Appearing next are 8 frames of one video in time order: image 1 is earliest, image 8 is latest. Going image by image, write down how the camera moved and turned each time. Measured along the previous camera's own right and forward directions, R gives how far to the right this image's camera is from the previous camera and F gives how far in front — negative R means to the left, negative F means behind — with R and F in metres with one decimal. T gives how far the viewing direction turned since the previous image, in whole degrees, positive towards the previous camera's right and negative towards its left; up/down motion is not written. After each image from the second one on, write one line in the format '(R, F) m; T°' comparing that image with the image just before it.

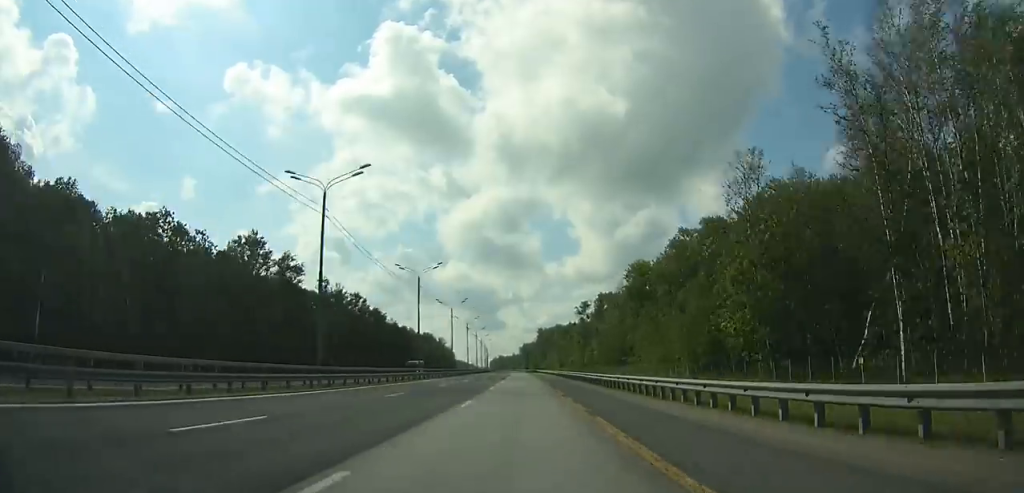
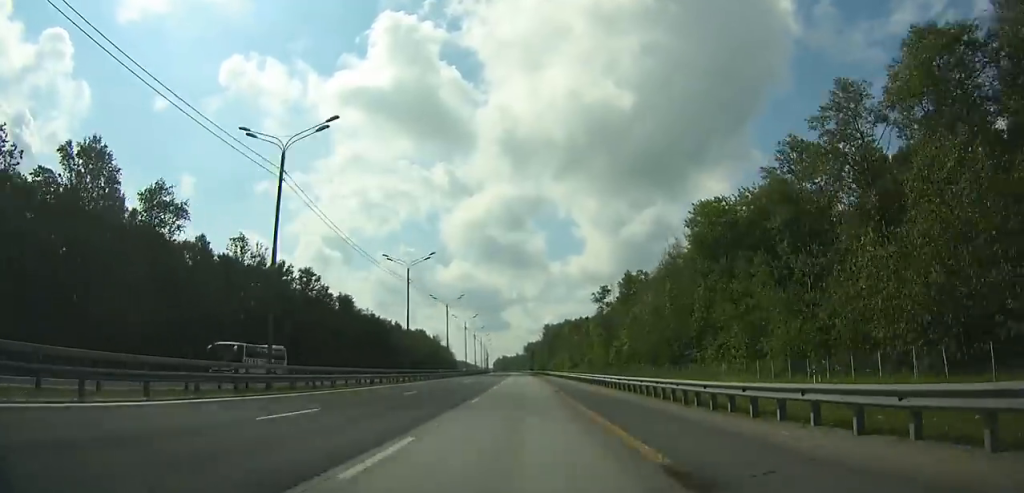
(-0.4, +44.7) m; 0°
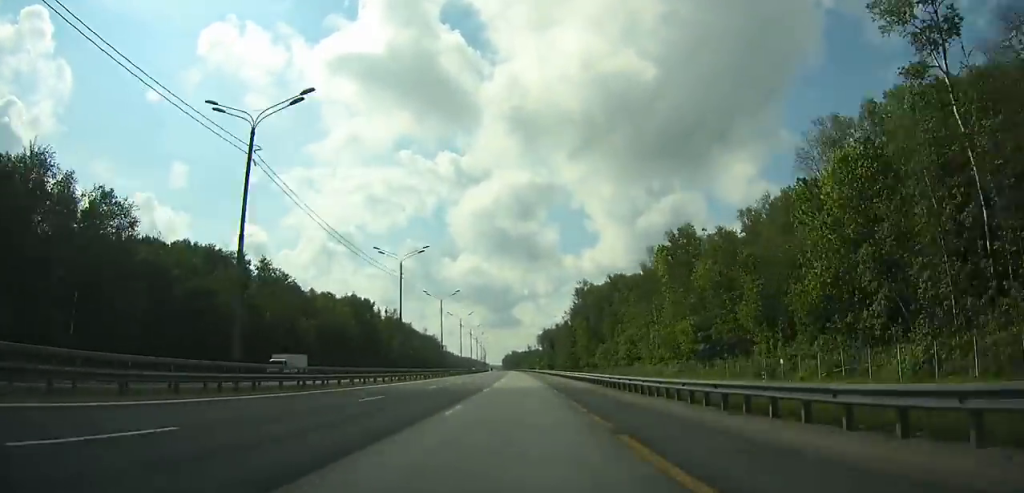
(-1.4, +151.6) m; -1°
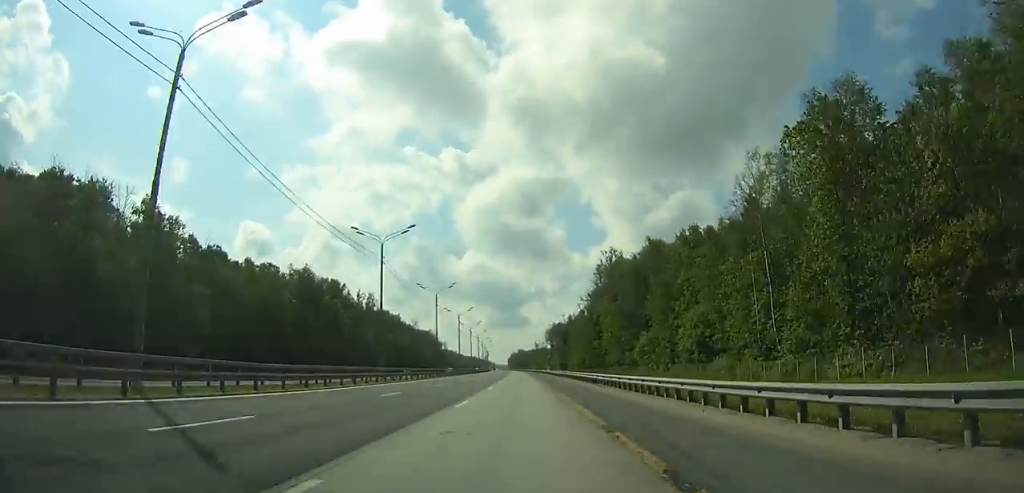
(0.0, +45.2) m; 0°
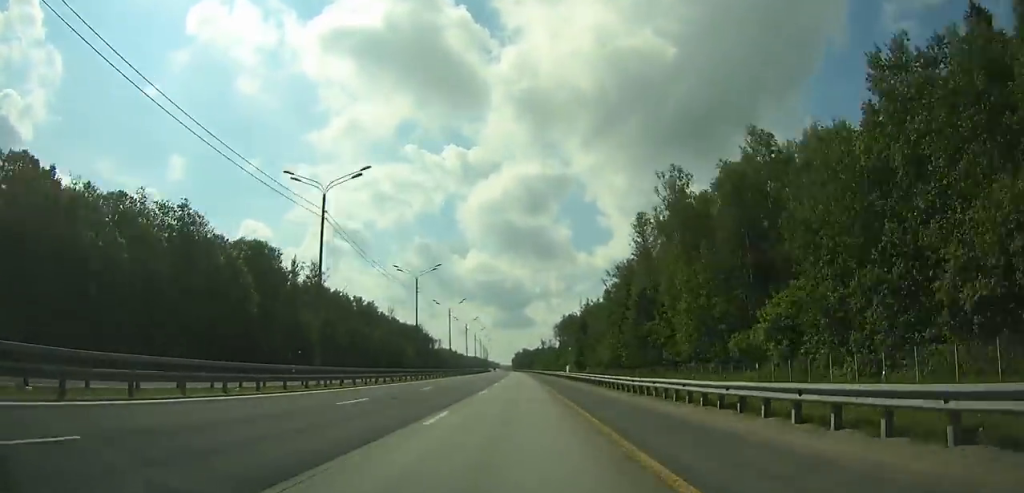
(-0.3, +54.0) m; -1°
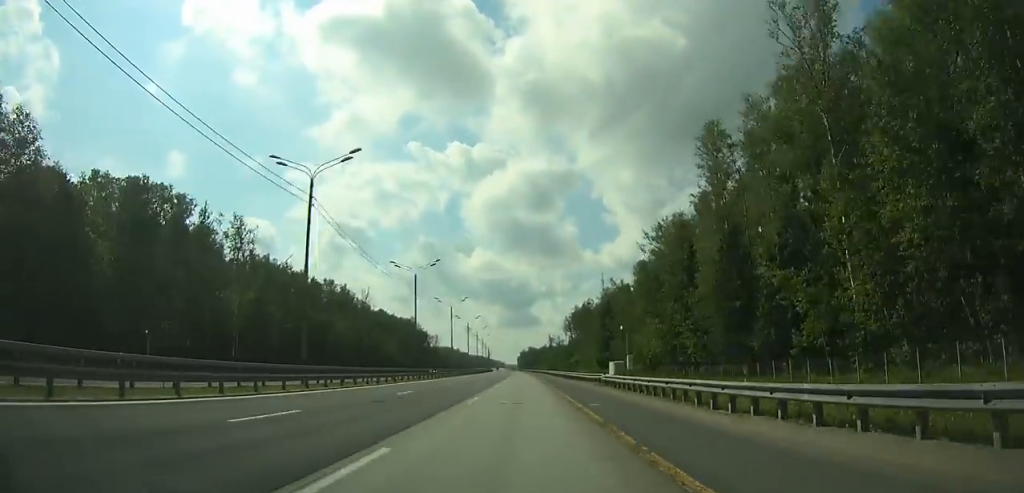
(0.0, +39.8) m; 0°
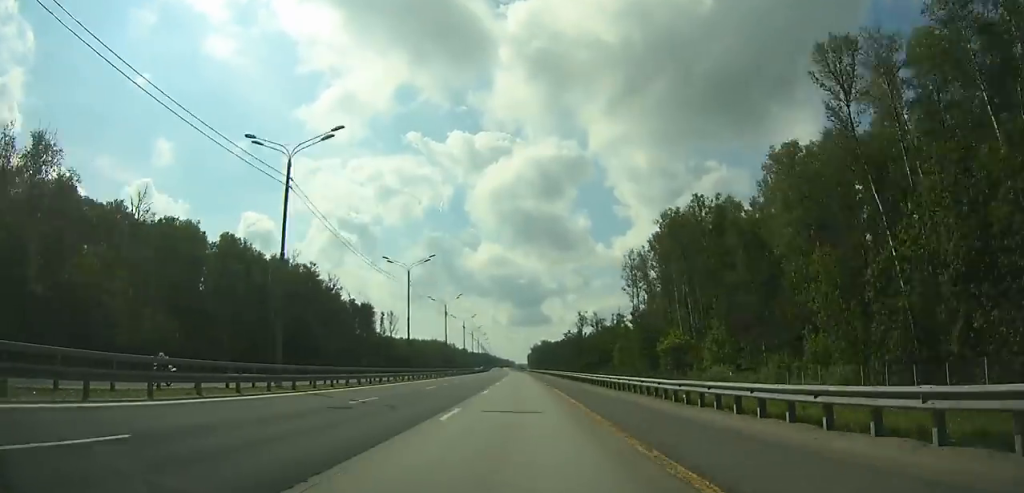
(-1.7, +152.7) m; -1°
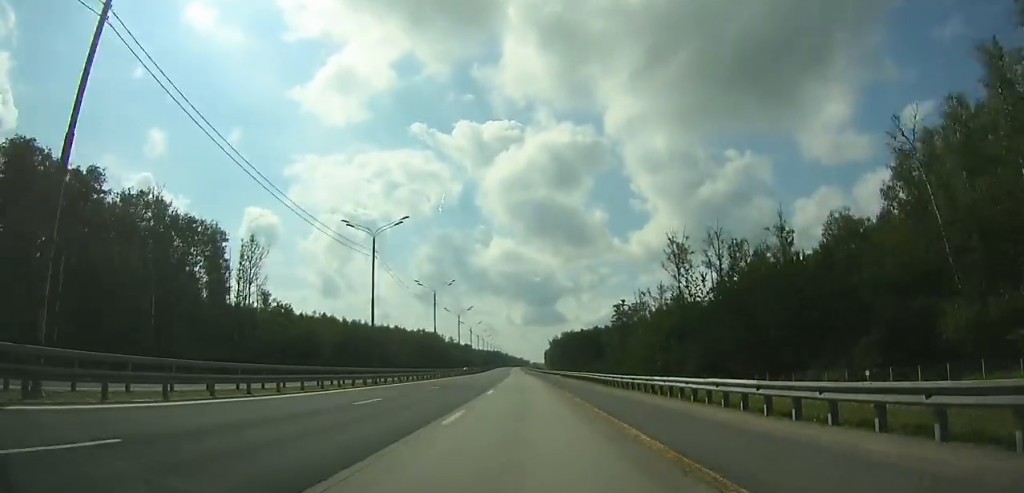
(-2.2, +128.8) m; -2°
